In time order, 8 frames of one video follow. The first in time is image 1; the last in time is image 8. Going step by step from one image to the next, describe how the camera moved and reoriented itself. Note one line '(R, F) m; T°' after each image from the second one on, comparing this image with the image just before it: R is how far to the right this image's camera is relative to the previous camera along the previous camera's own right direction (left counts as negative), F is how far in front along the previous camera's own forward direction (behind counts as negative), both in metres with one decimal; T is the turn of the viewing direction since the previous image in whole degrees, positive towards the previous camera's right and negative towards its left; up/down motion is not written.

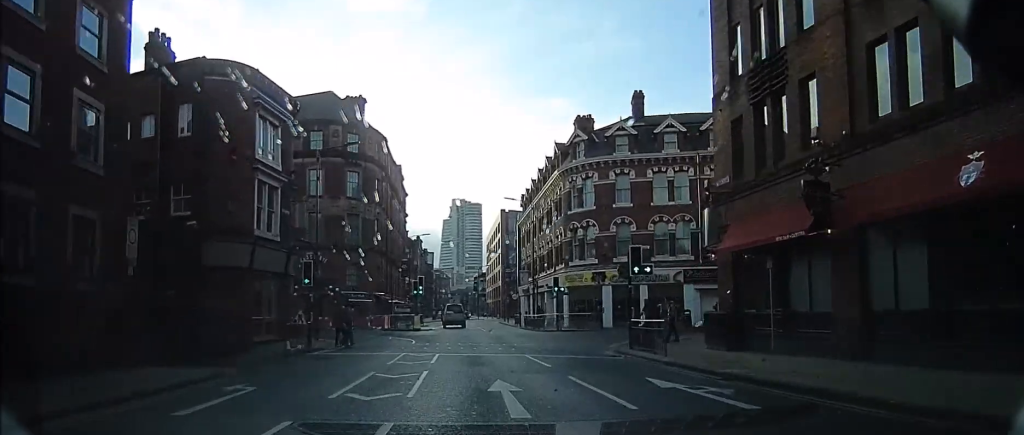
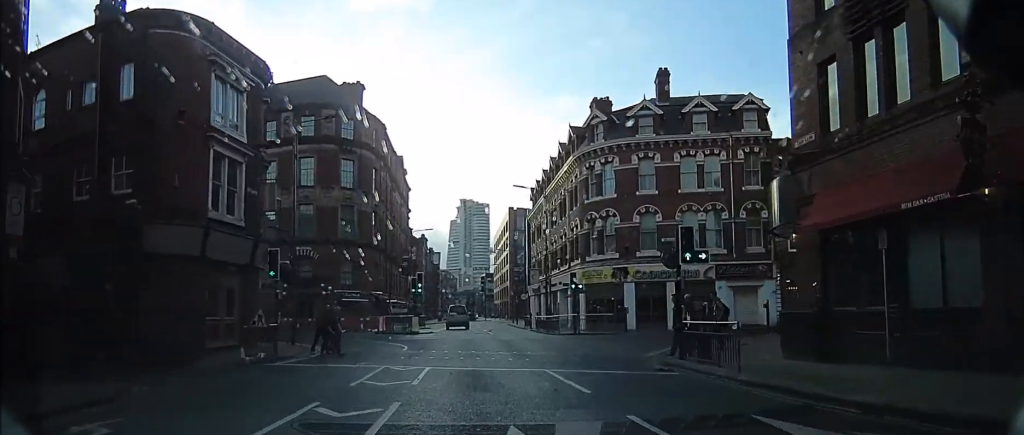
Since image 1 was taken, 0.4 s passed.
(0.0, +4.4) m; 0°
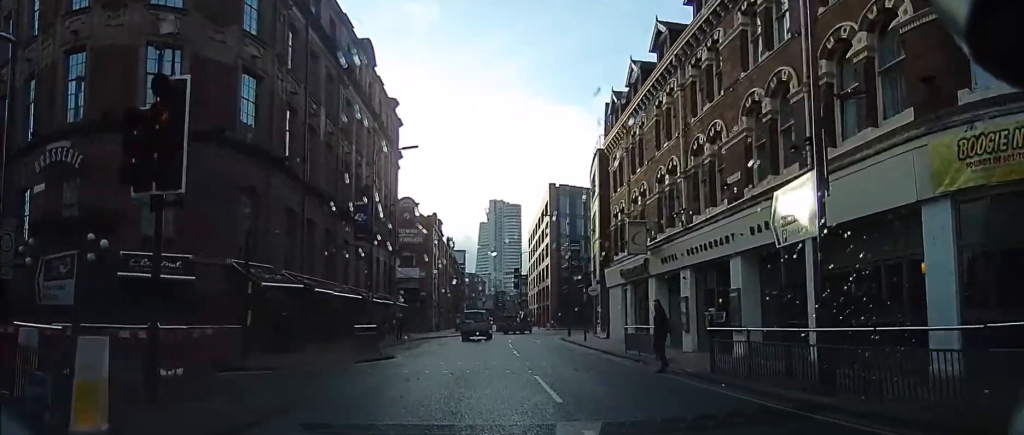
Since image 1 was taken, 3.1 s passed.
(-0.9, +29.2) m; -3°
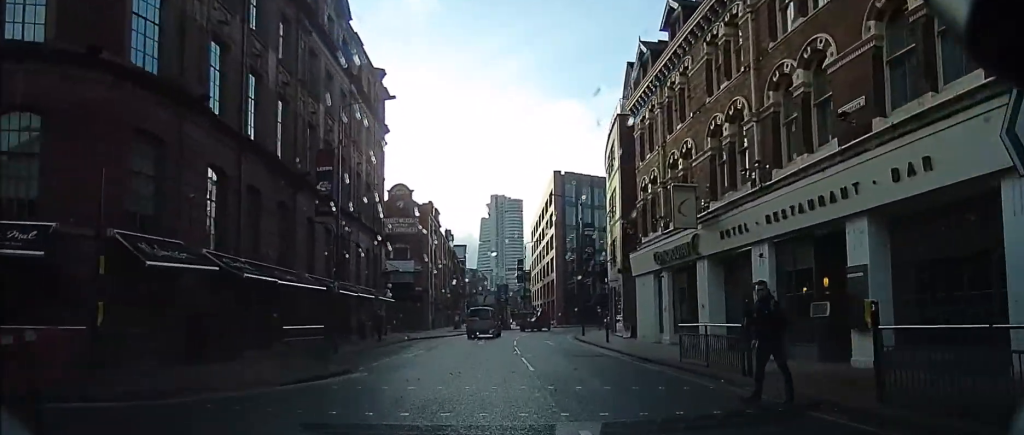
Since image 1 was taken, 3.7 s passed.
(+0.2, +6.0) m; +1°
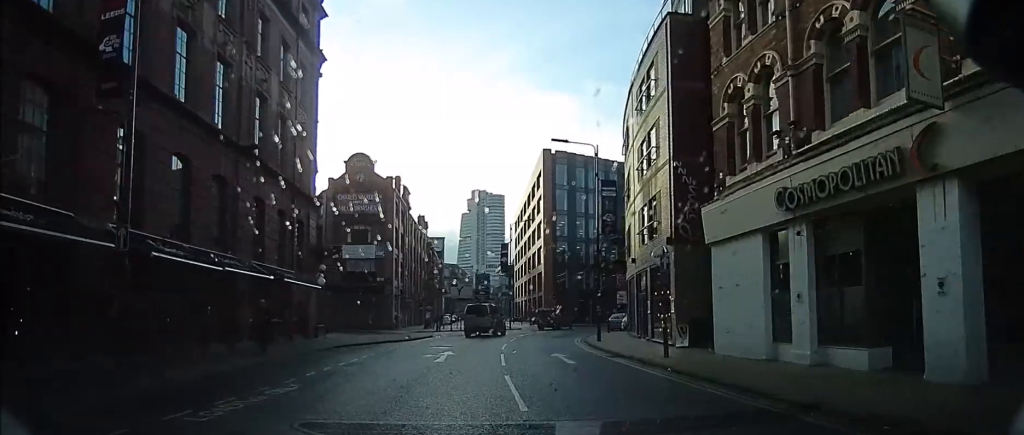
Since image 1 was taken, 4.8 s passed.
(+0.3, +11.6) m; +2°
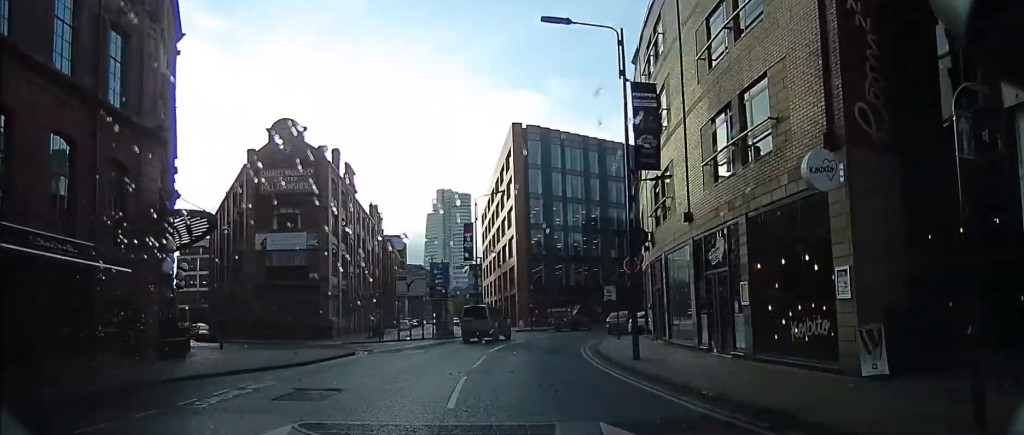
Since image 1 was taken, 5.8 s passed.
(0.0, +11.8) m; 0°
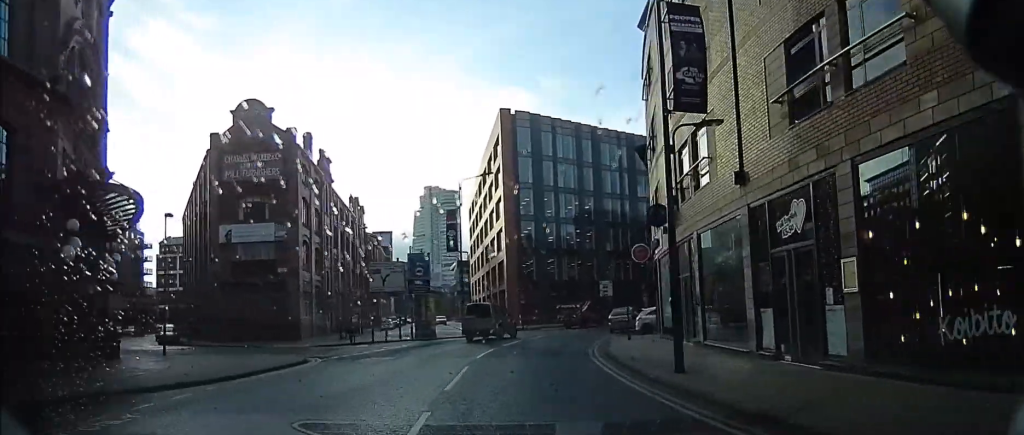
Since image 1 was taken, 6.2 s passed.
(0.0, +4.4) m; 0°
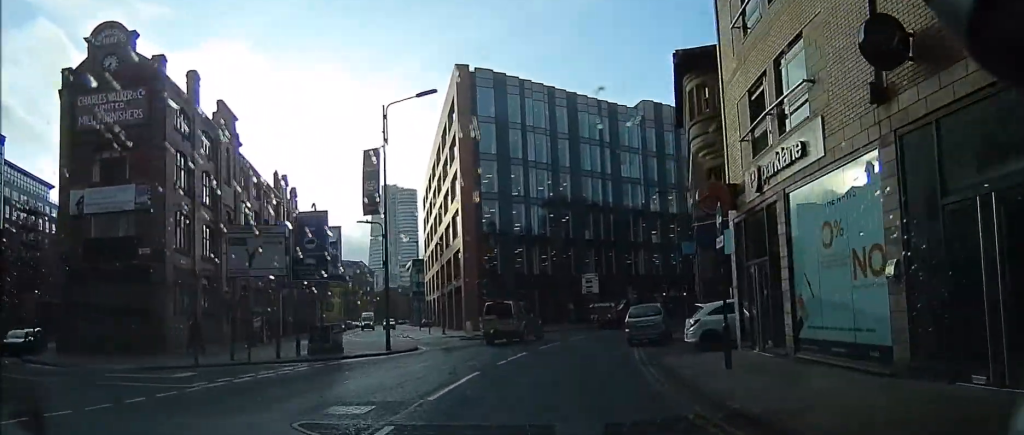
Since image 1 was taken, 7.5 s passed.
(0.0, +13.3) m; +1°
